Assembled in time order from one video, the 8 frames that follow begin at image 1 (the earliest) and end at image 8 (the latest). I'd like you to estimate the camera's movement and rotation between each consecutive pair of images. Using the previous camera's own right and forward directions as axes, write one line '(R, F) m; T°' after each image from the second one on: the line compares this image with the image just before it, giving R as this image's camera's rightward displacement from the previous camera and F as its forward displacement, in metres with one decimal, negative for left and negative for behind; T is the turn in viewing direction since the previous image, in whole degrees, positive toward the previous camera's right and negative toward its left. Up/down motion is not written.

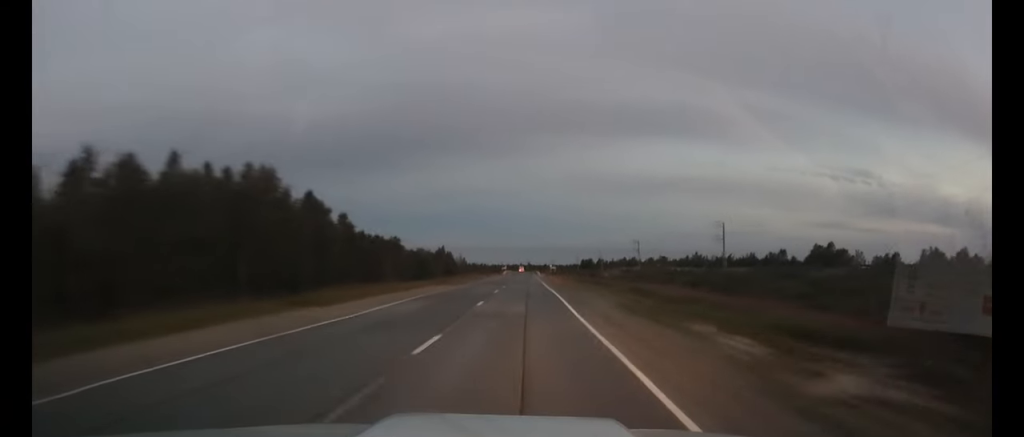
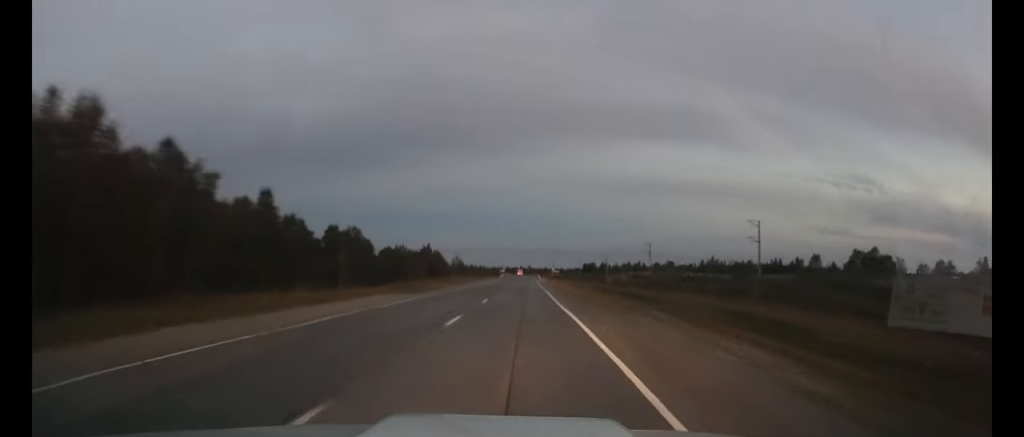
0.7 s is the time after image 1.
(+0.1, +19.2) m; 0°
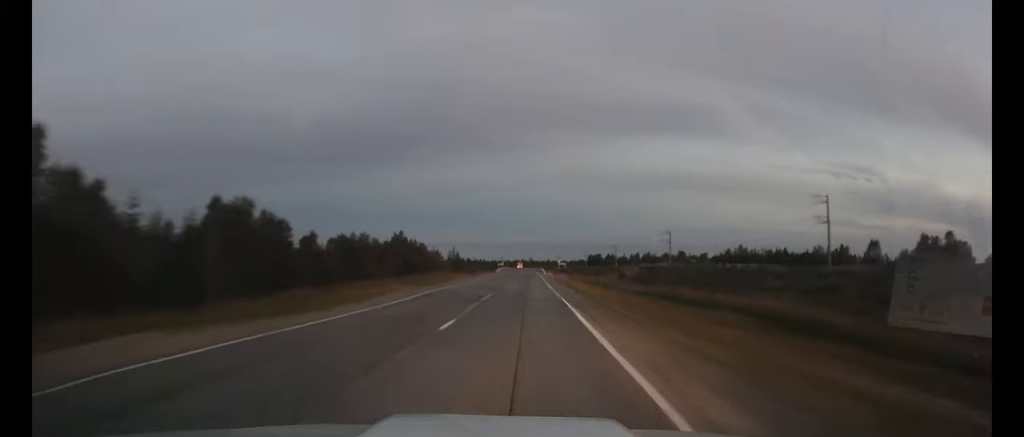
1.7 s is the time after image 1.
(0.0, +25.6) m; 0°
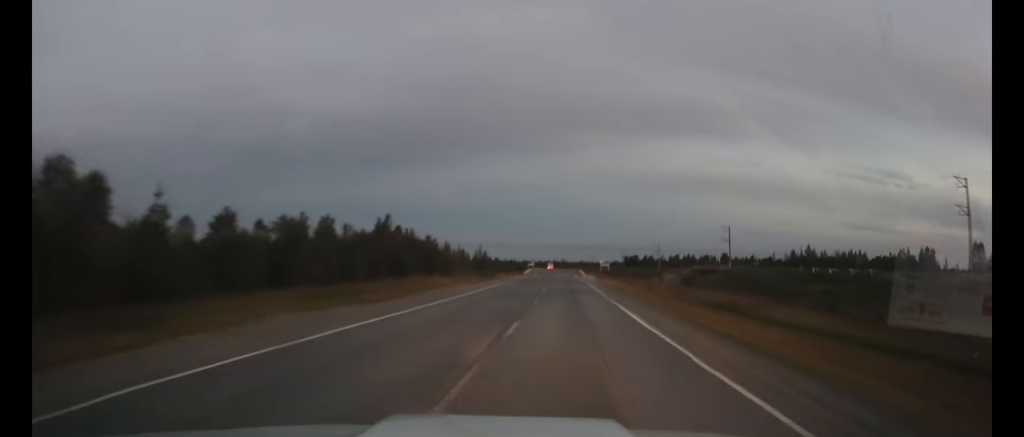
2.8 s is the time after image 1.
(-0.1, +26.3) m; -1°
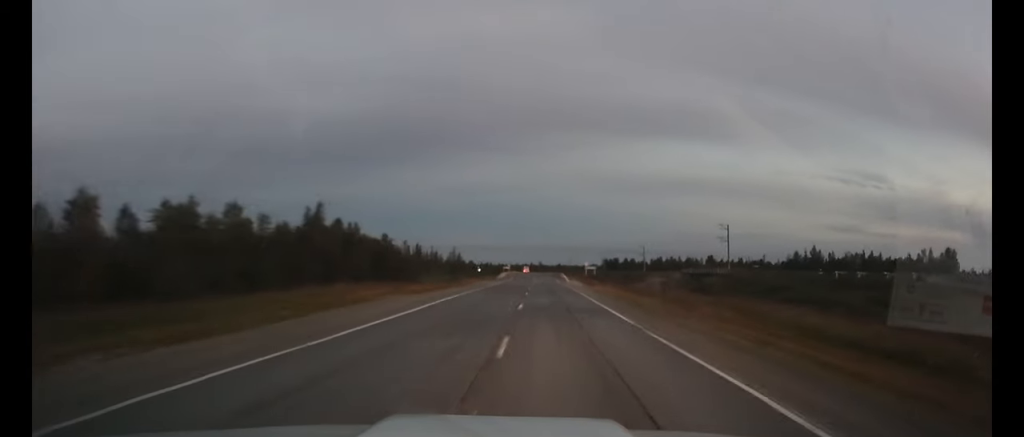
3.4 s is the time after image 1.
(-0.2, +14.9) m; 0°
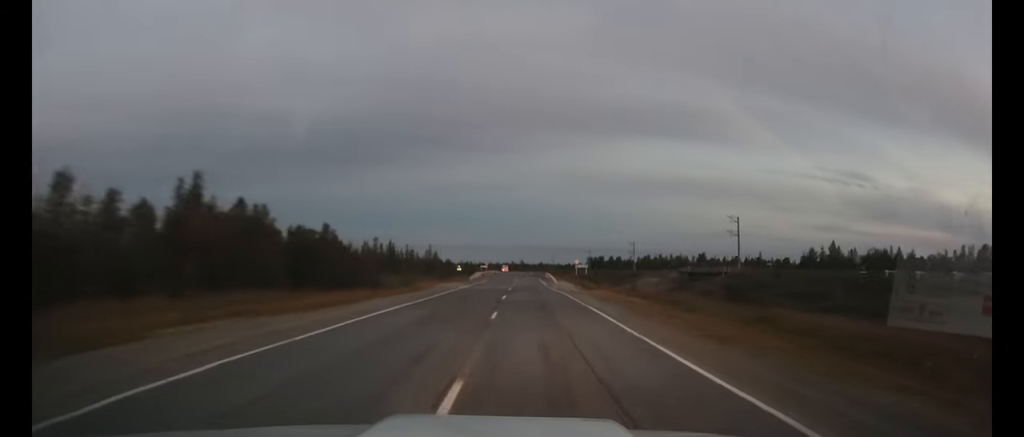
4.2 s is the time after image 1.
(-0.1, +17.5) m; +1°
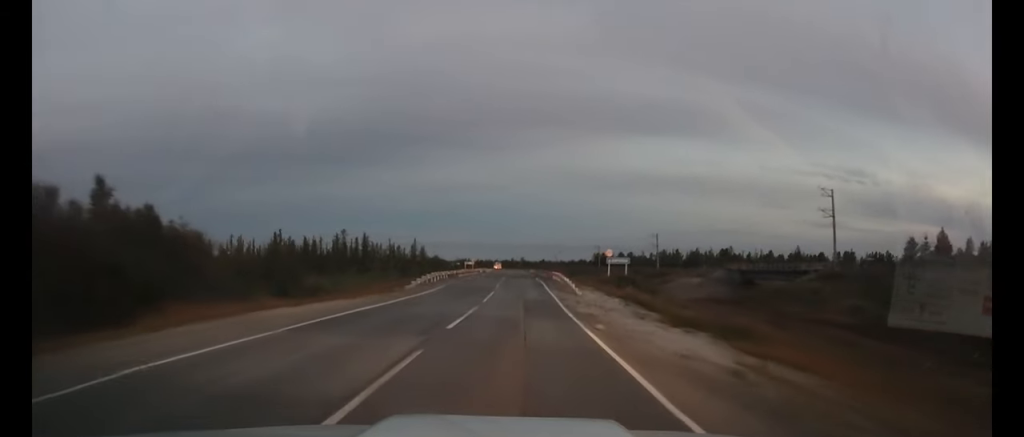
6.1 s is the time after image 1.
(+1.0, +39.7) m; +2°
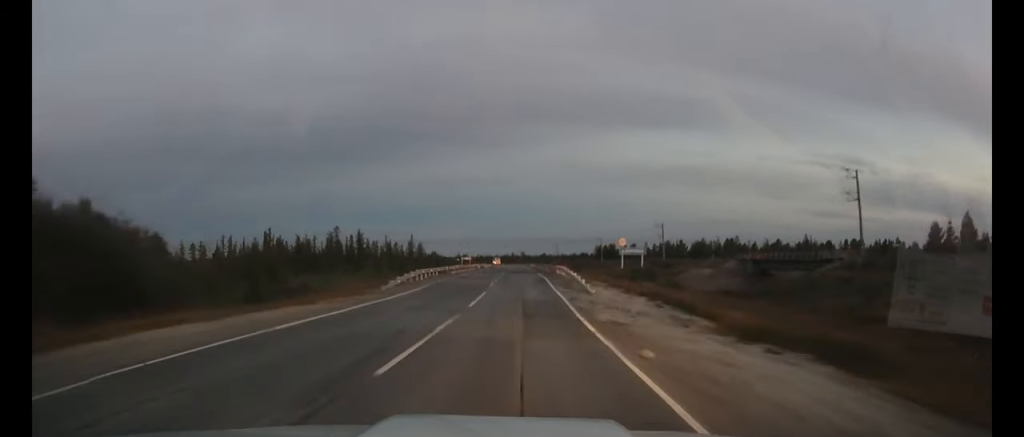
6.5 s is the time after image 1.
(0.0, +7.3) m; 0°
